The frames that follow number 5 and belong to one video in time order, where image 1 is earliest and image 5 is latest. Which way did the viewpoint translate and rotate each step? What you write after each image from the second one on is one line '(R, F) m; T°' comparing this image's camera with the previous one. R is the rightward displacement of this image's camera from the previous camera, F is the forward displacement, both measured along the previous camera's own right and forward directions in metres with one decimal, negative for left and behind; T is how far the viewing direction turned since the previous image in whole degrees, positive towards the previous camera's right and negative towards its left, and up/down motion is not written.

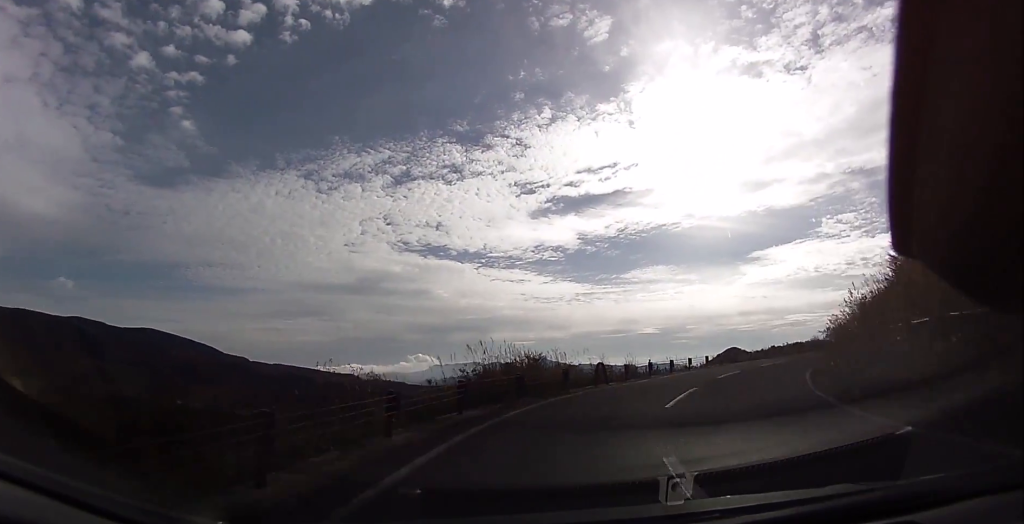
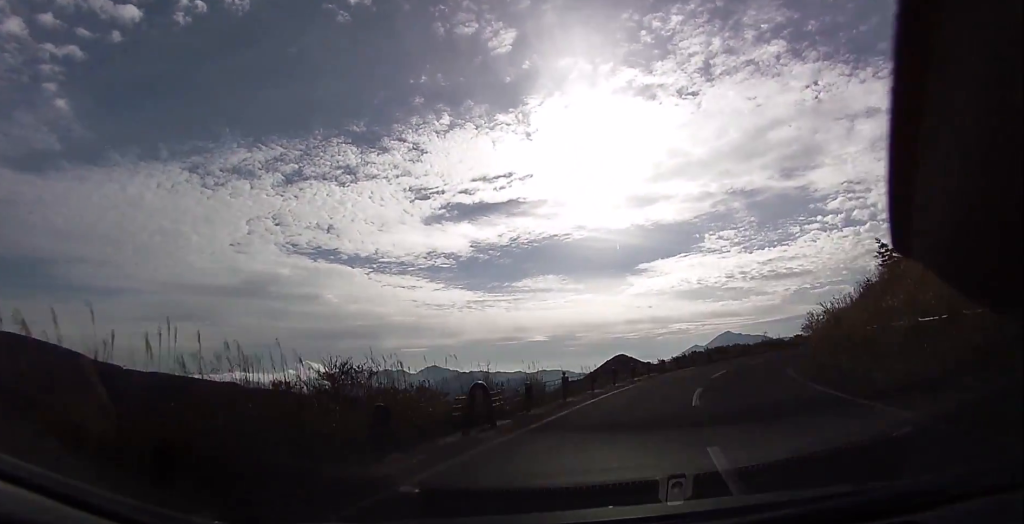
(-0.4, +9.7) m; +4°
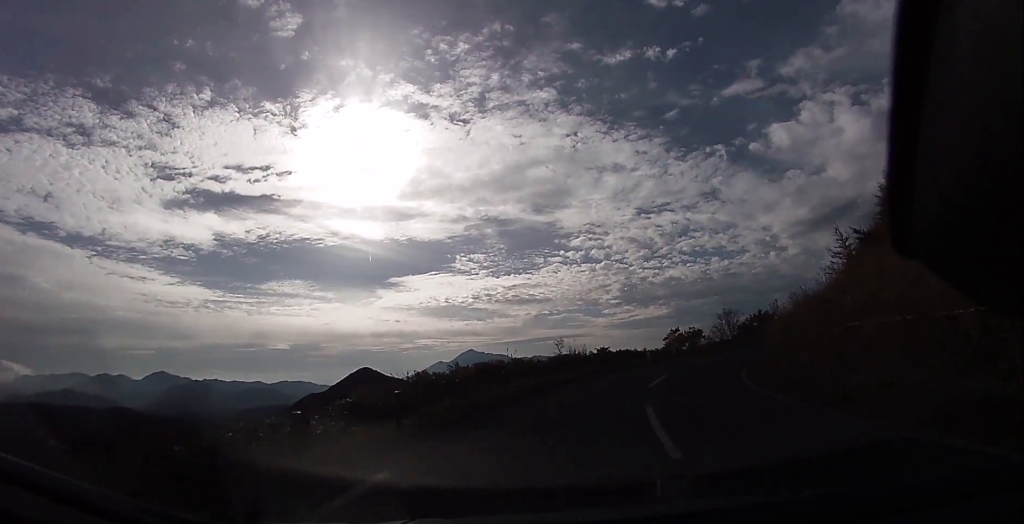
(+7.5, +23.8) m; +29°
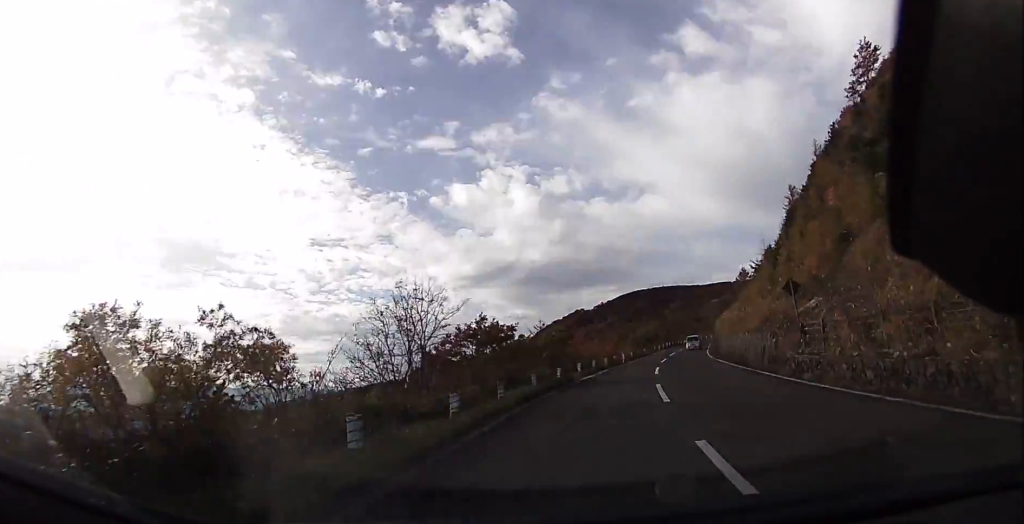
(+8.5, +32.5) m; +37°
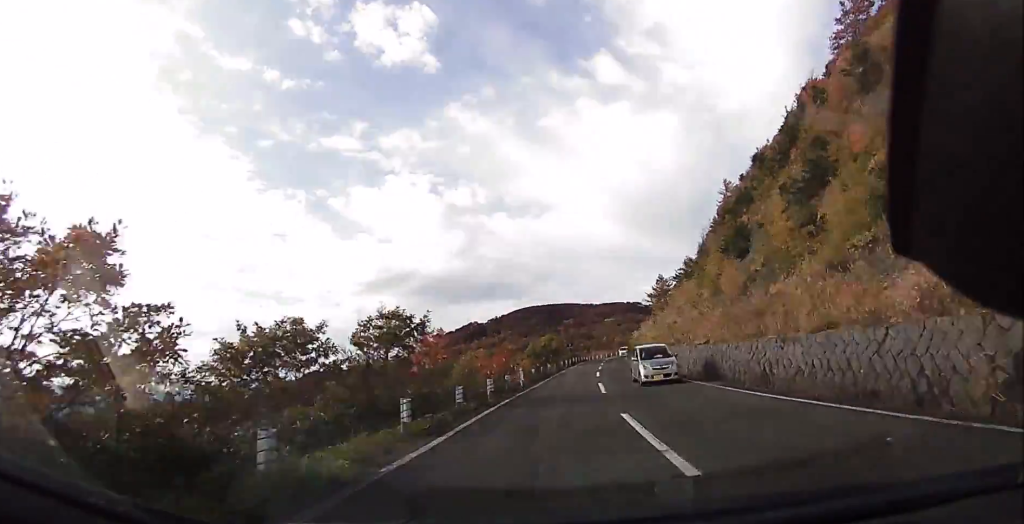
(+3.1, +15.3) m; +17°
